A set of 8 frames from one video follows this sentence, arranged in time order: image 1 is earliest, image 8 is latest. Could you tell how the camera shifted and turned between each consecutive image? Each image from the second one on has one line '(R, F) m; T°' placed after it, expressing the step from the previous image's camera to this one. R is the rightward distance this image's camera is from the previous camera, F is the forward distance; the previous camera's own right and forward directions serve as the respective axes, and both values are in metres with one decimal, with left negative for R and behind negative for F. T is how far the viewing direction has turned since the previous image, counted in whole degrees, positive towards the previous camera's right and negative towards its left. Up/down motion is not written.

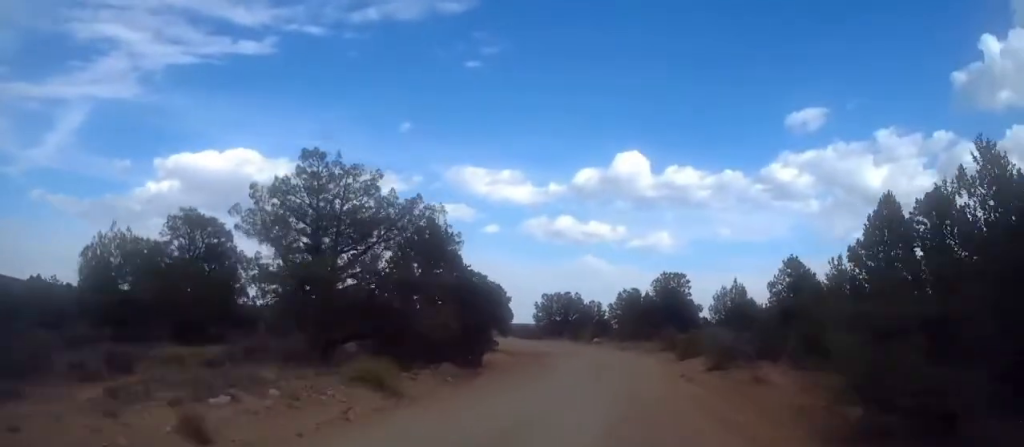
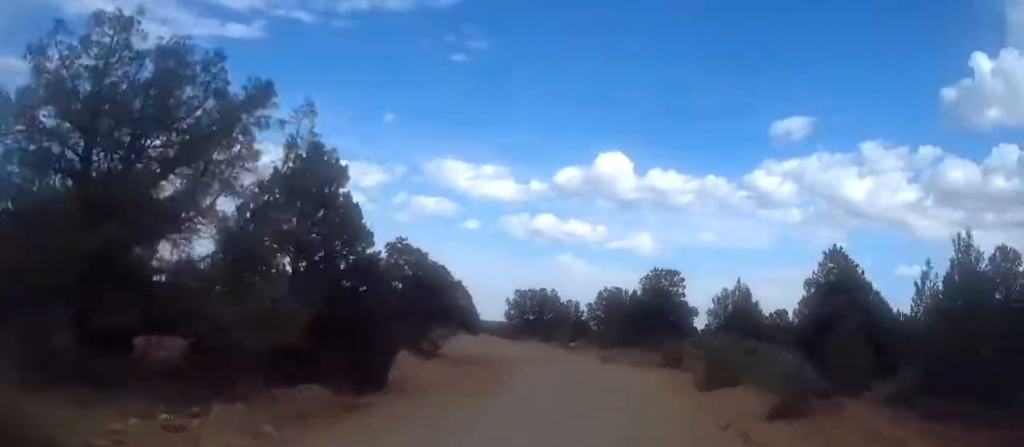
(+0.5, +9.8) m; +1°
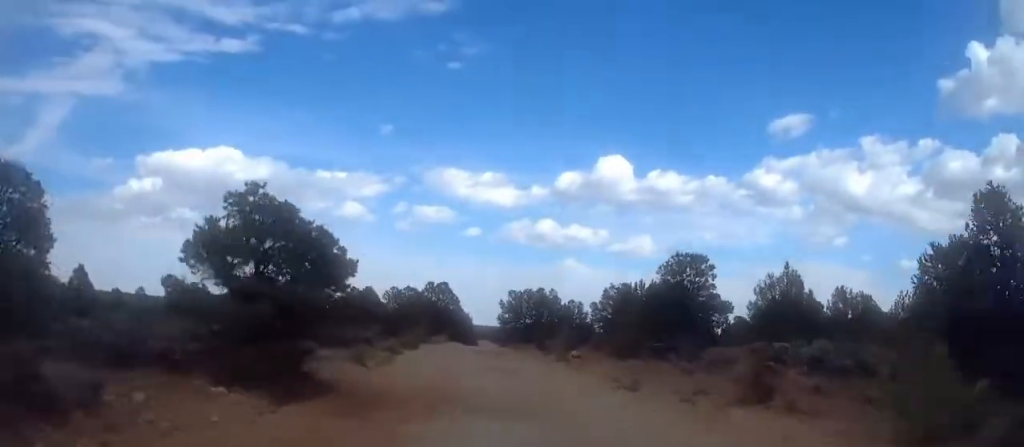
(-0.2, +12.5) m; -2°
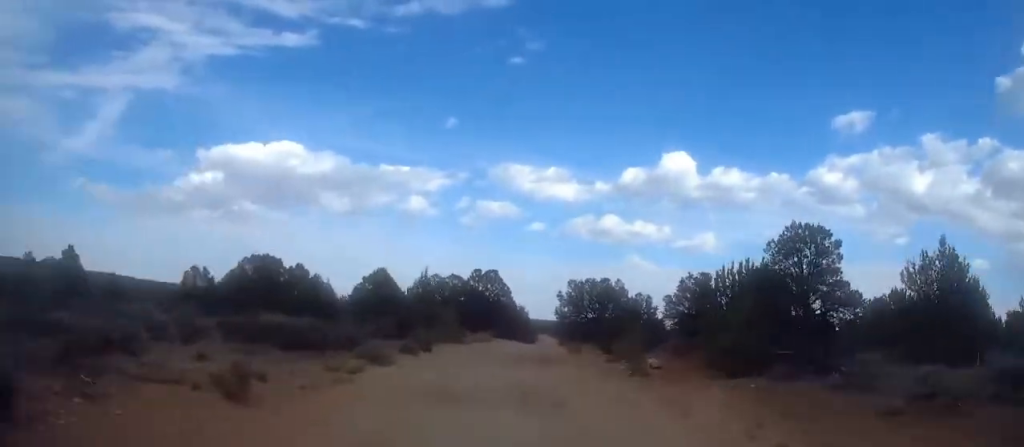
(-0.1, +12.5) m; -2°
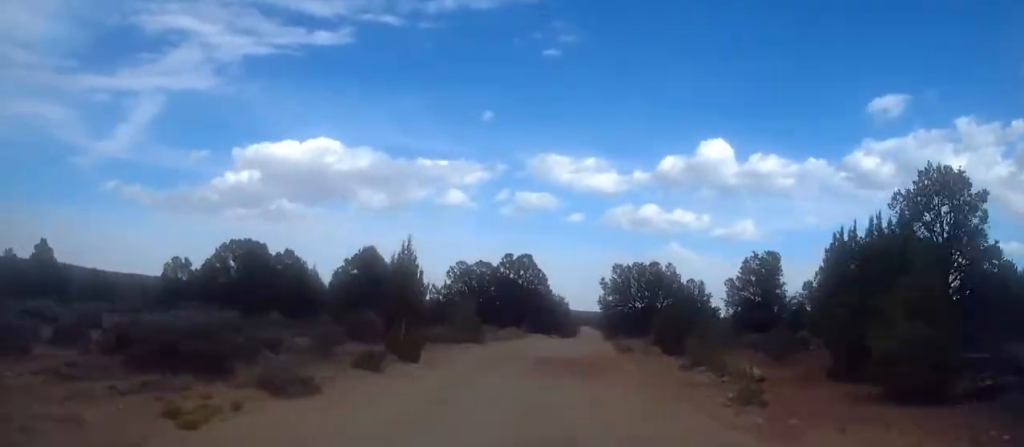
(-0.3, +9.9) m; -1°
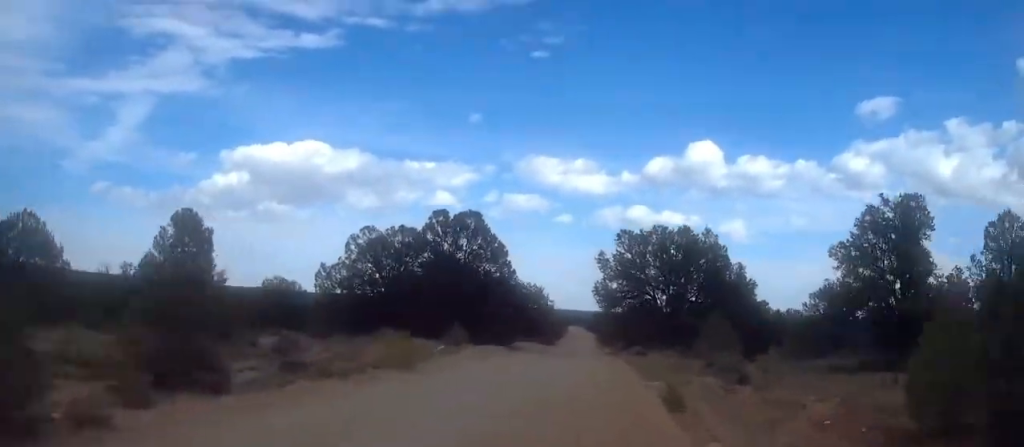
(-0.7, +27.8) m; -5°
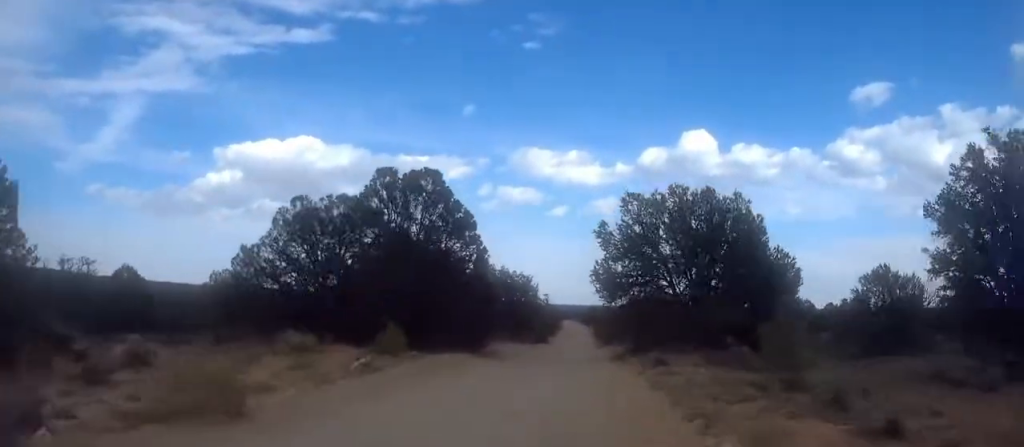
(-0.3, +10.3) m; 0°
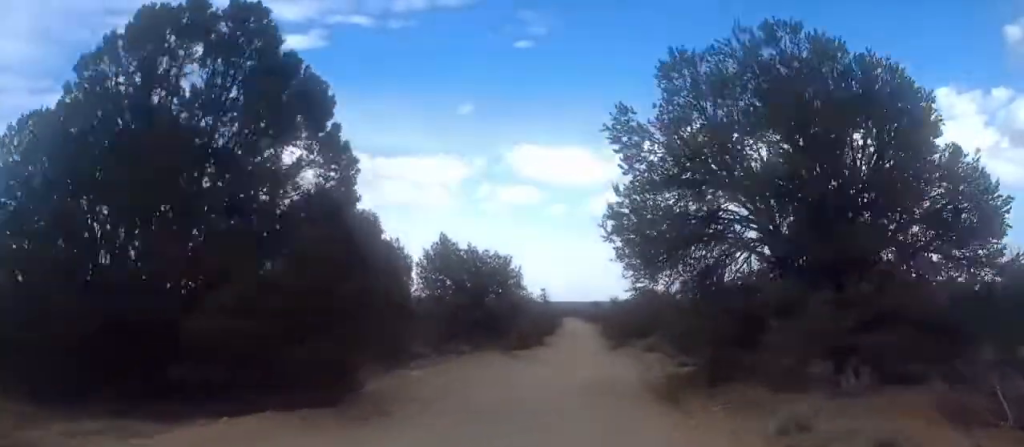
(-0.6, +17.1) m; +3°
